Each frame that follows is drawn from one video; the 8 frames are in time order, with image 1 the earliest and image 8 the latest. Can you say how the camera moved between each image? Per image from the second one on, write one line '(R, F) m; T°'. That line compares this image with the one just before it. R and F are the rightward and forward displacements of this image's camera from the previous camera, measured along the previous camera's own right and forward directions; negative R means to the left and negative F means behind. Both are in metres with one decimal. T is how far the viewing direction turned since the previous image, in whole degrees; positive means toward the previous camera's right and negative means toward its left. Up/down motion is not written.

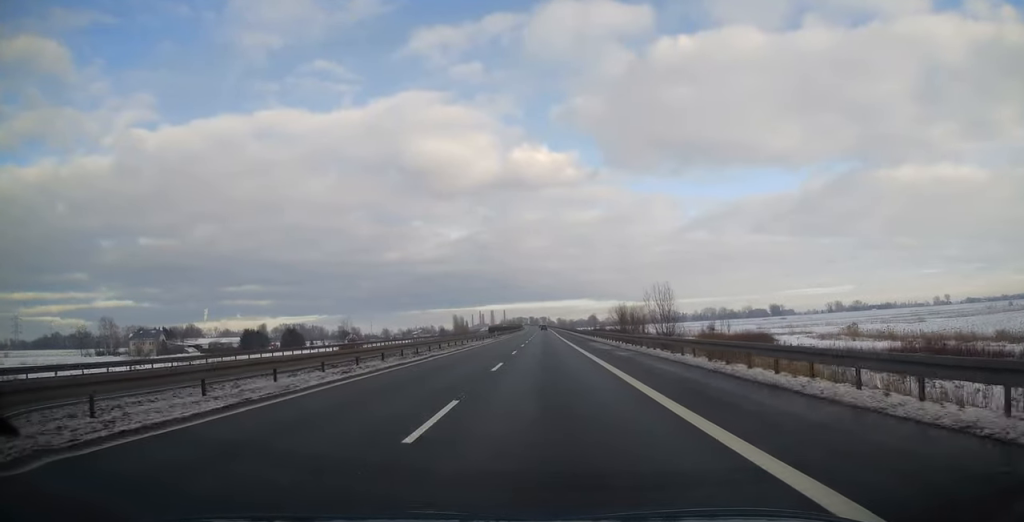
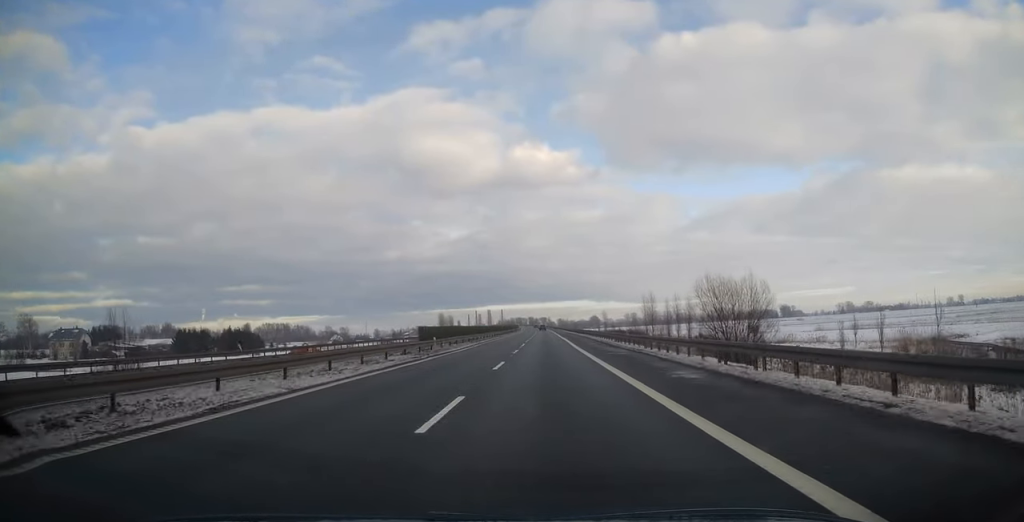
(+0.4, +47.2) m; 0°
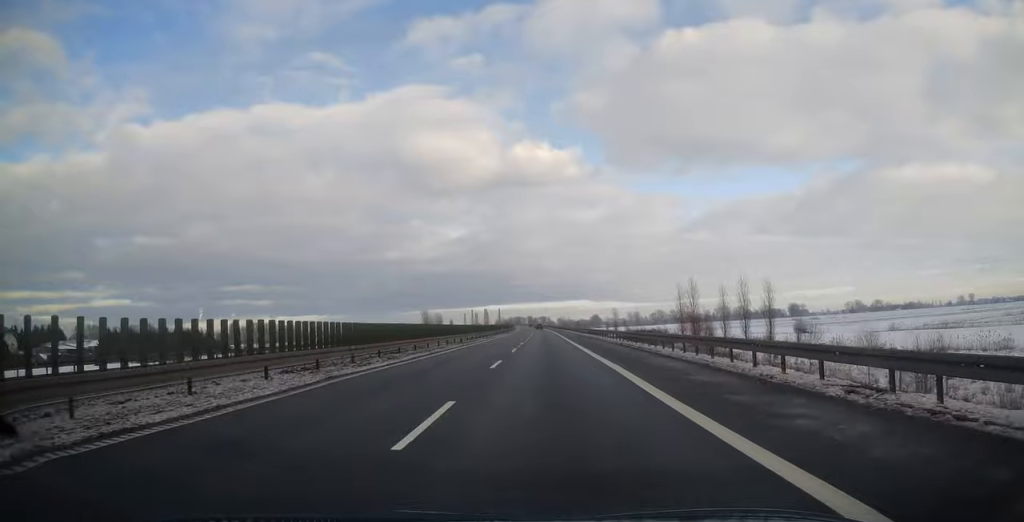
(0.0, +37.1) m; -1°
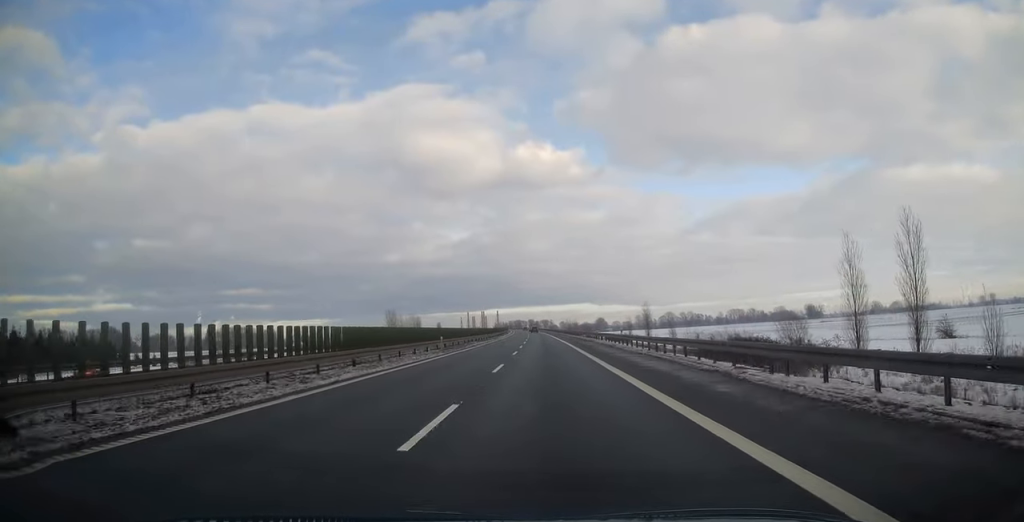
(0.0, +59.9) m; +1°
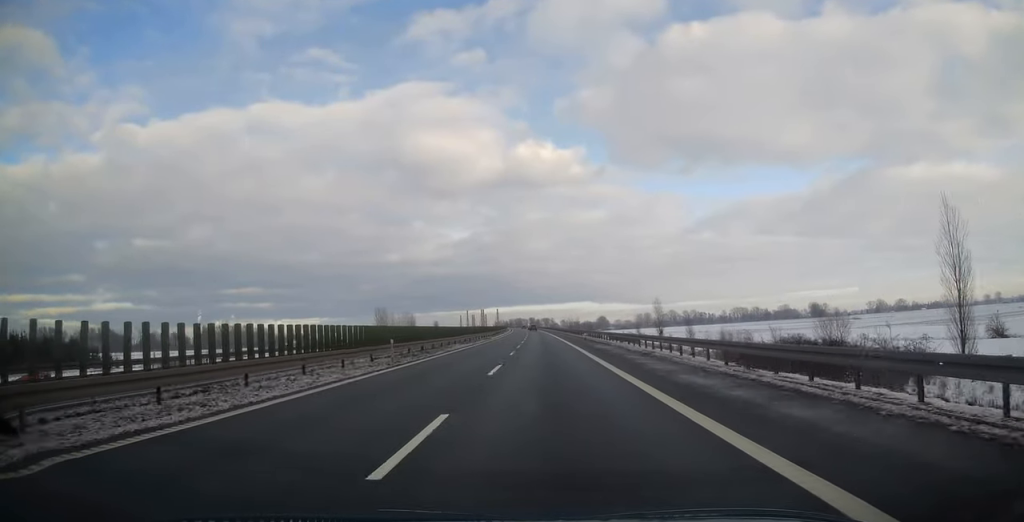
(0.0, +13.3) m; 0°
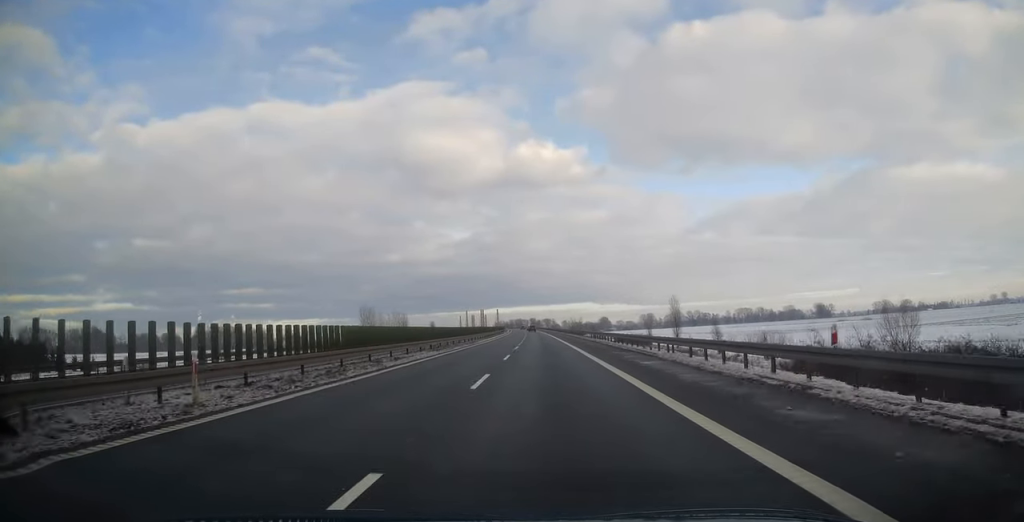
(+0.1, +15.9) m; 0°
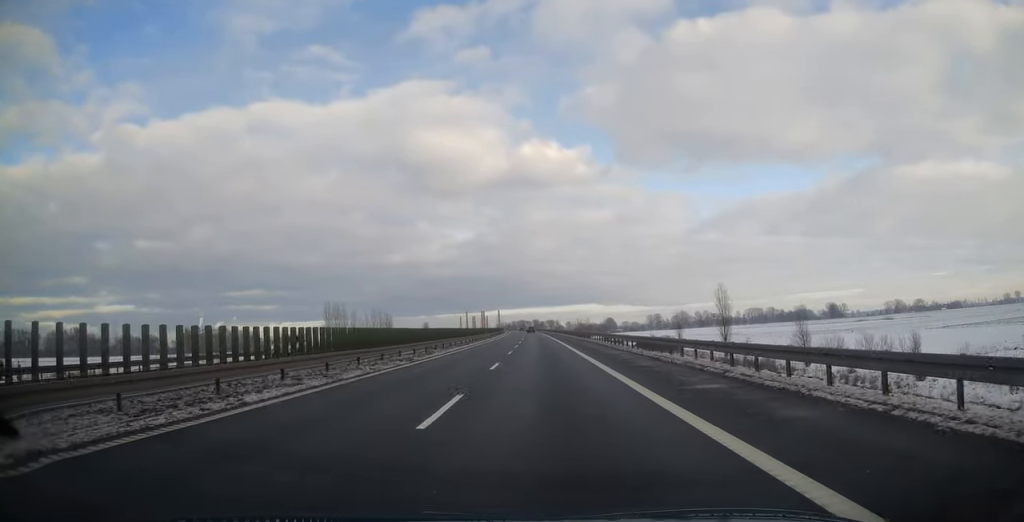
(-0.3, +29.1) m; 0°
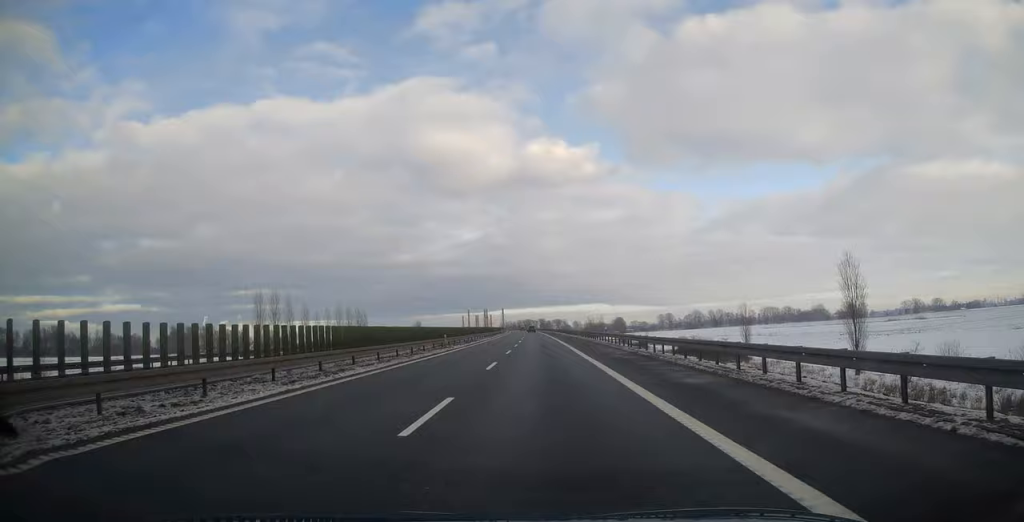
(+0.2, +36.5) m; 0°
